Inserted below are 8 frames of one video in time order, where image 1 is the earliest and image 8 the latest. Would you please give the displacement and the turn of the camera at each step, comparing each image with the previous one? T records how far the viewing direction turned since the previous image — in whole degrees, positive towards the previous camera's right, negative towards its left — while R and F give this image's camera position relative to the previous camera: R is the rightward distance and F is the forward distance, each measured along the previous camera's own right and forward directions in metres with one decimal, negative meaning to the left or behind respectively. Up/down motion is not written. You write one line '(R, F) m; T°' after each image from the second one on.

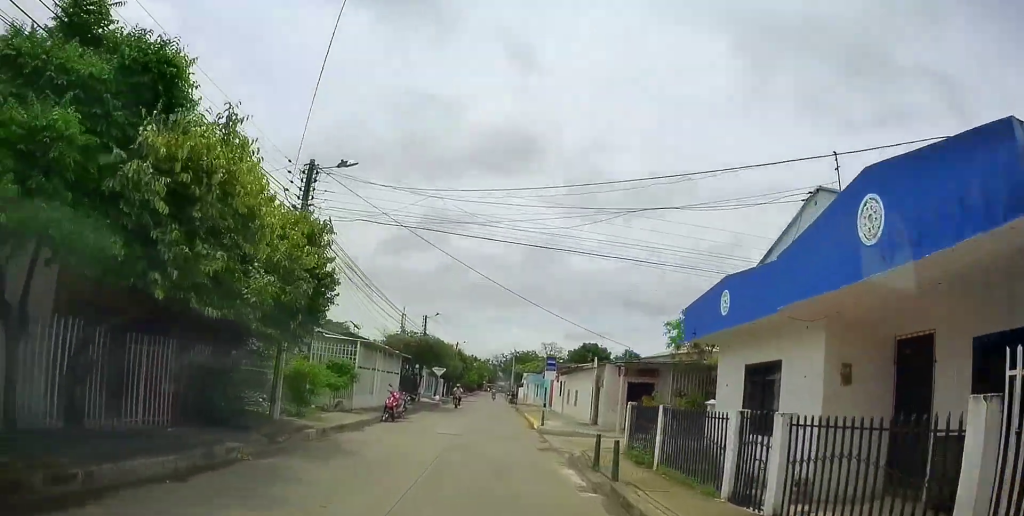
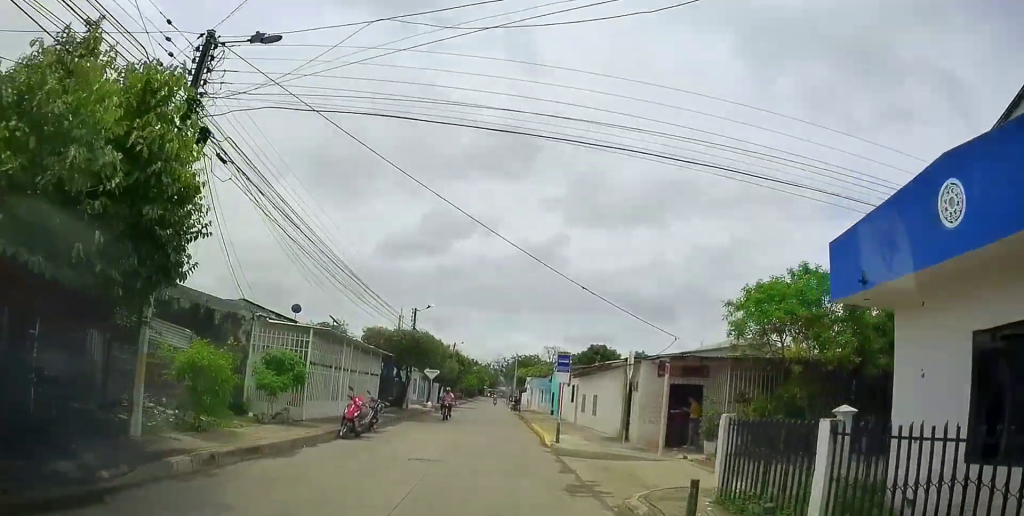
(+0.4, +6.1) m; 0°
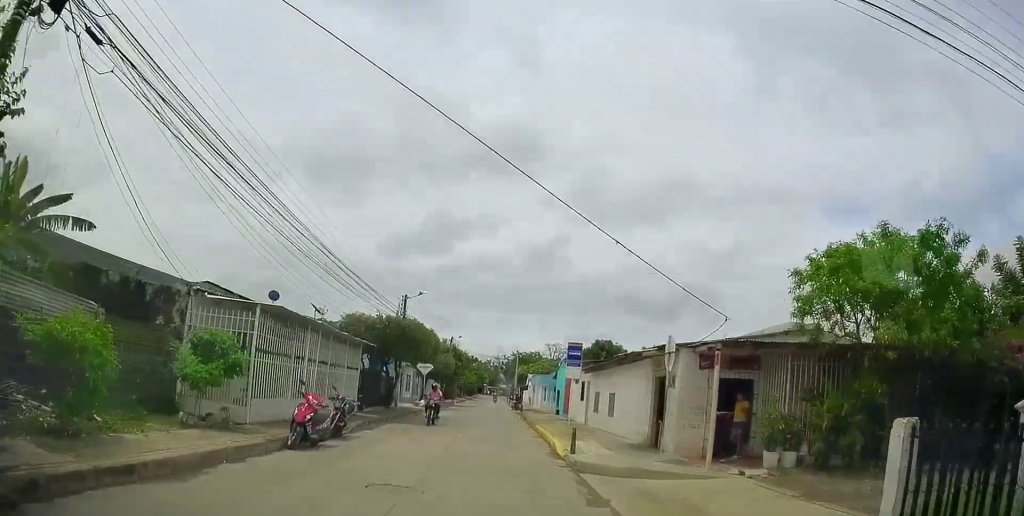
(+0.2, +4.0) m; 0°
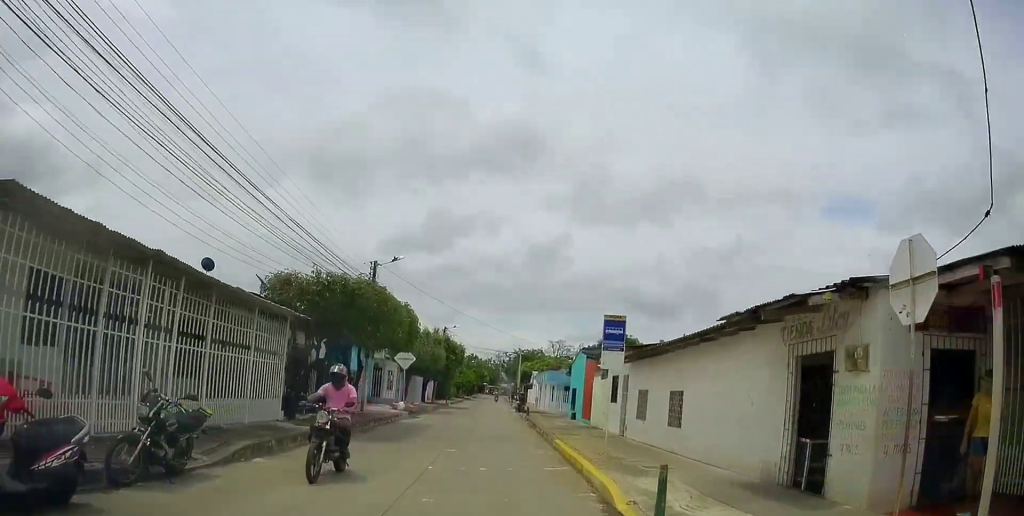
(-0.6, +8.4) m; 0°
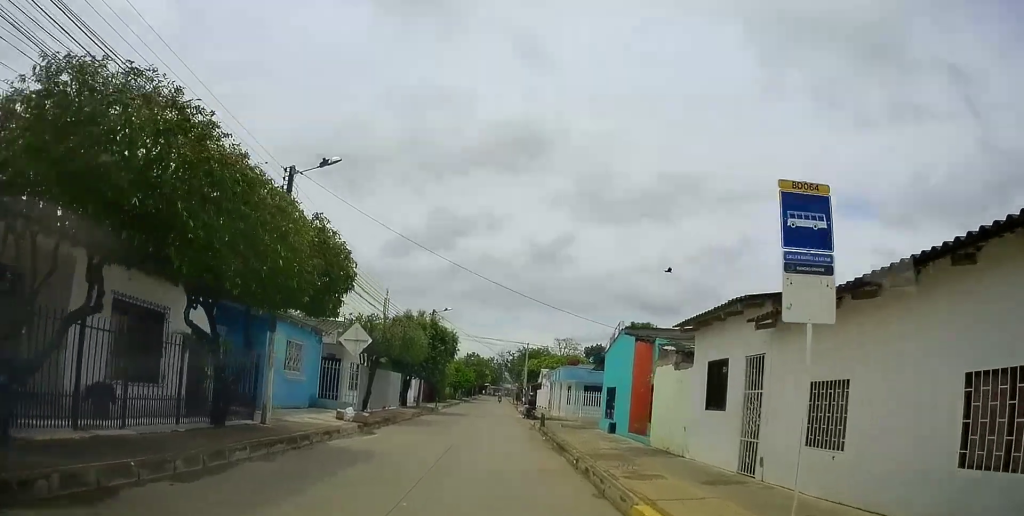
(+0.7, +10.6) m; +2°
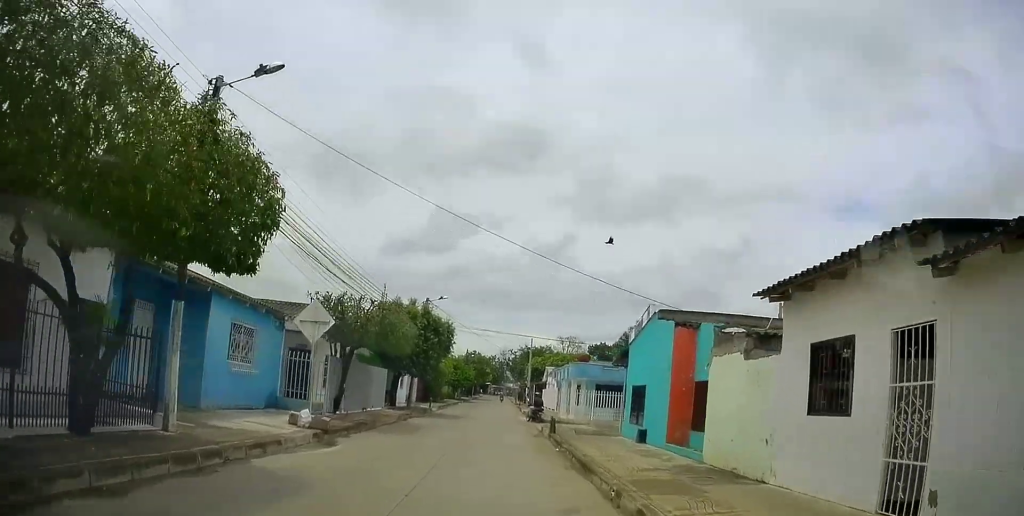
(-0.2, +4.5) m; -1°
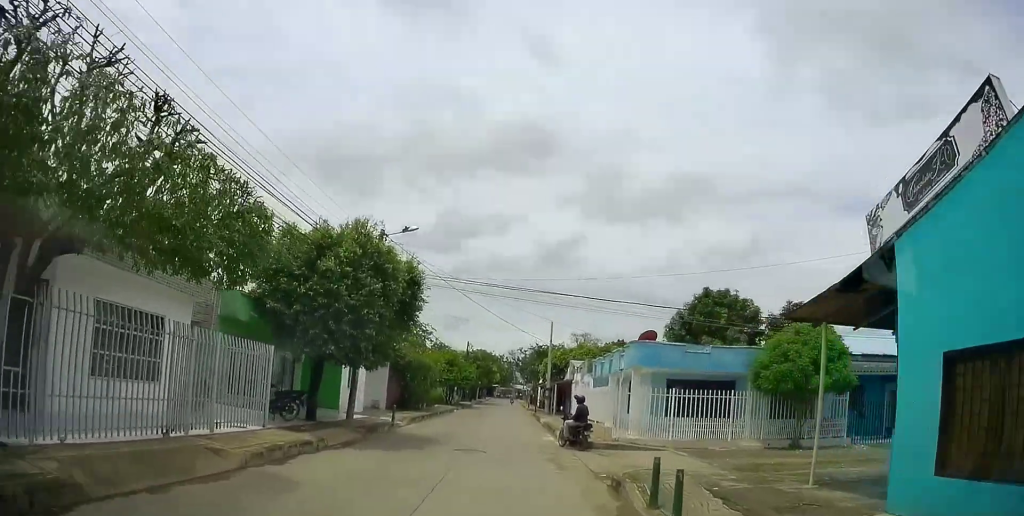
(-0.3, +15.4) m; -2°
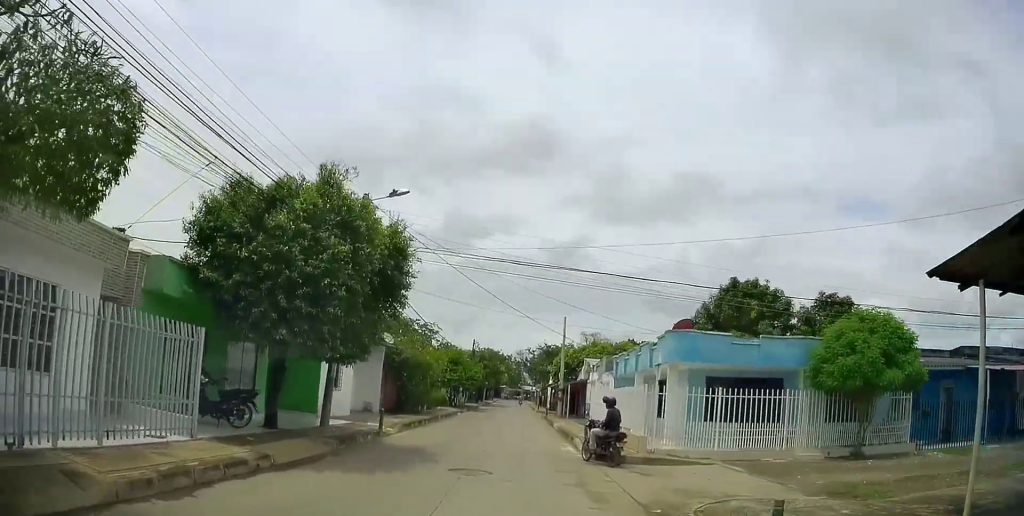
(0.0, +3.9) m; -1°
